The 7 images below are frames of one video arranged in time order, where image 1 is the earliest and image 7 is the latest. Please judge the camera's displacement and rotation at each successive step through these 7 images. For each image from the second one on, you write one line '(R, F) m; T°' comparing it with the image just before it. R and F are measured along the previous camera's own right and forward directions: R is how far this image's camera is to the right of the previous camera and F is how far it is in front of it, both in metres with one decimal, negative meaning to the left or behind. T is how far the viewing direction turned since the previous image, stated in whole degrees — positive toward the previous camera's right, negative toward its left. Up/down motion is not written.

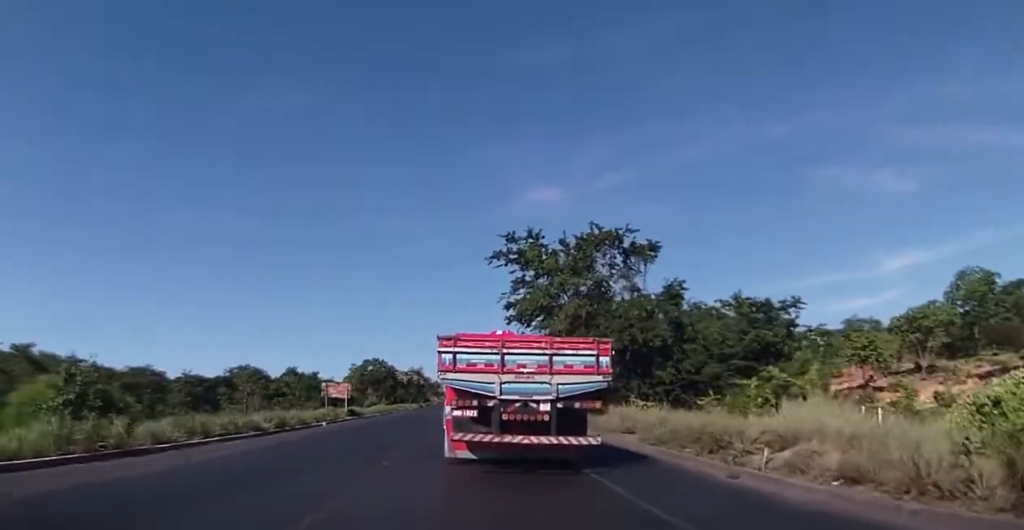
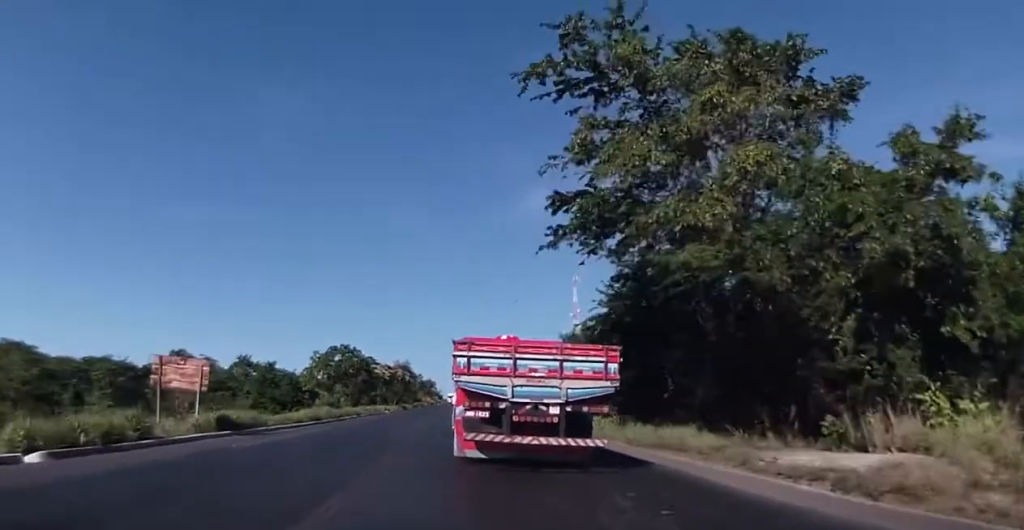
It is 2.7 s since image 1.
(-1.0, +26.7) m; -3°
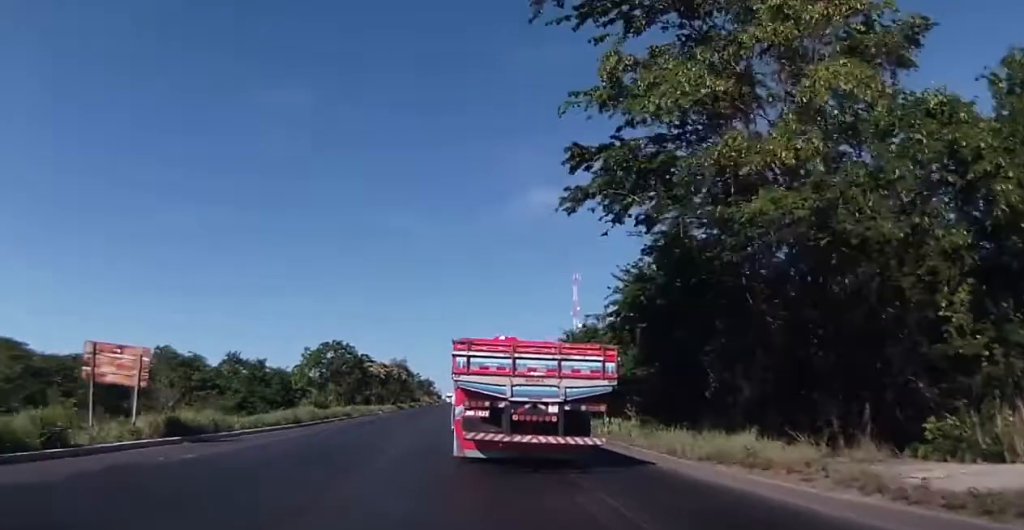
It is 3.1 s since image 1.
(+0.2, +4.3) m; +1°
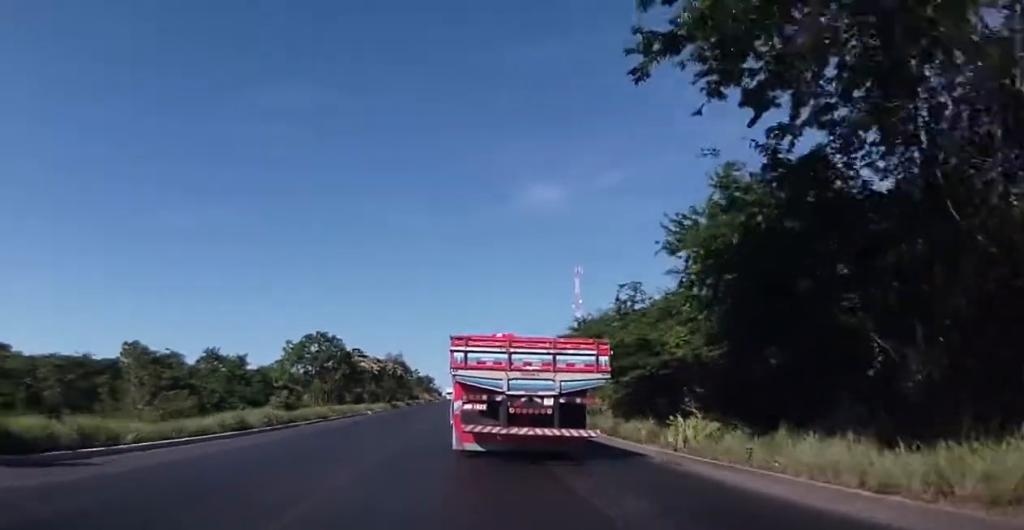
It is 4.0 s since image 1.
(+0.2, +8.6) m; +2°
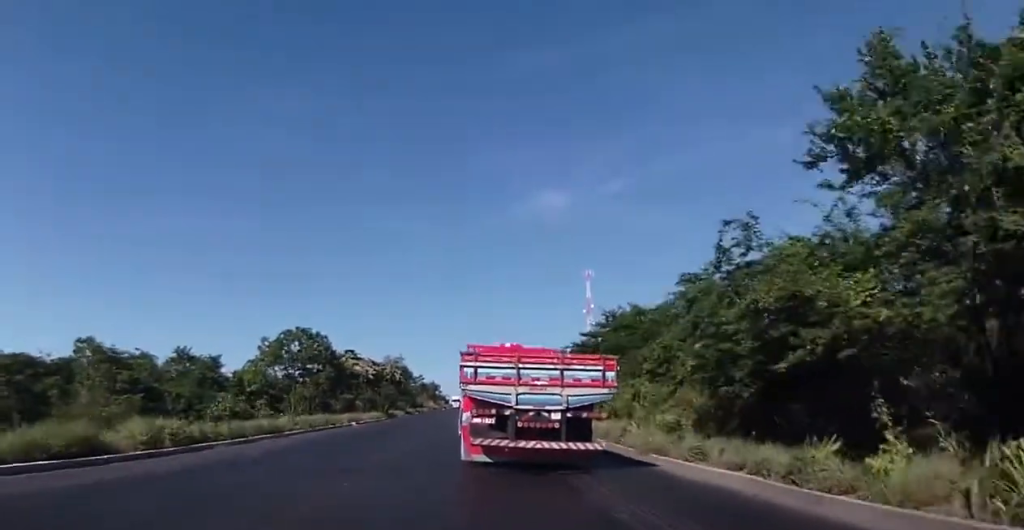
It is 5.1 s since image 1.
(+0.1, +11.5) m; 0°
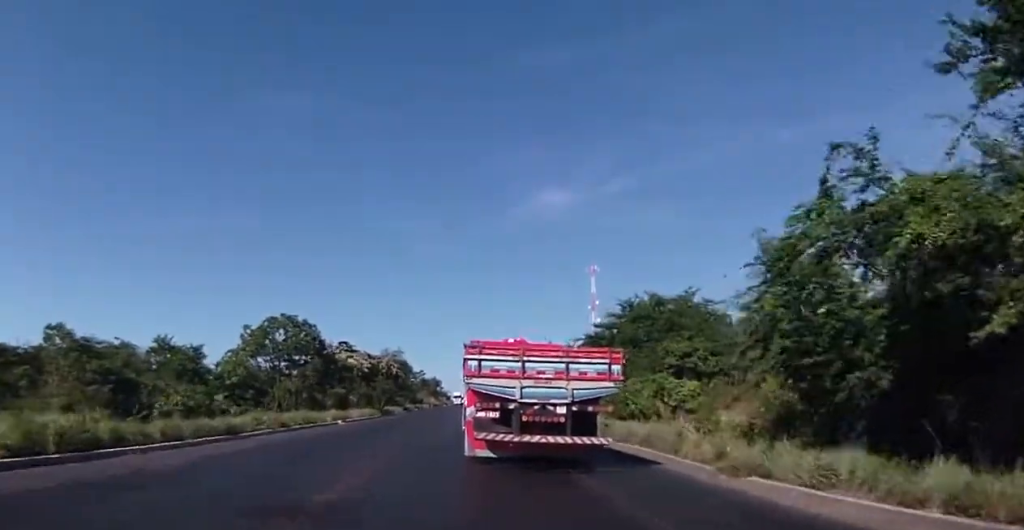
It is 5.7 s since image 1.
(0.0, +5.6) m; 0°
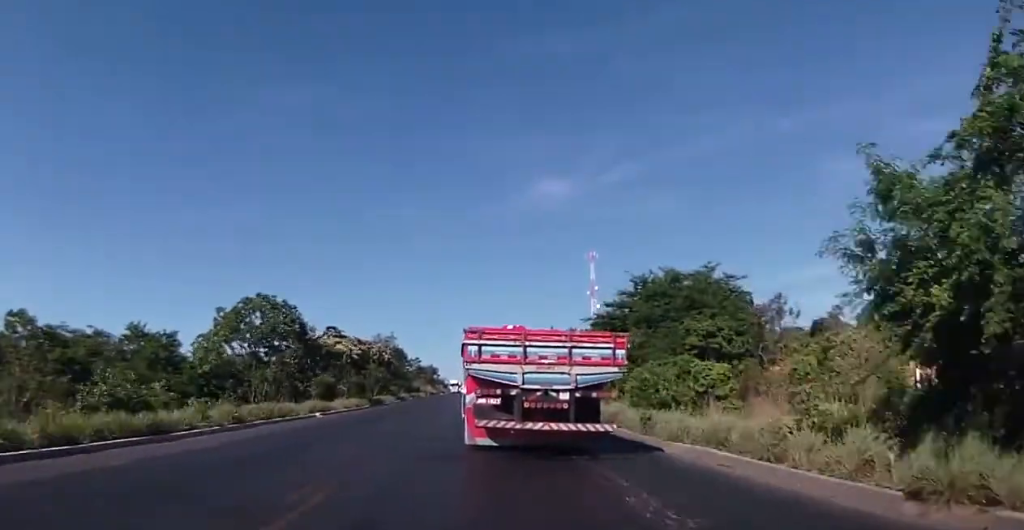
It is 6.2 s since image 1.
(0.0, +5.5) m; 0°
